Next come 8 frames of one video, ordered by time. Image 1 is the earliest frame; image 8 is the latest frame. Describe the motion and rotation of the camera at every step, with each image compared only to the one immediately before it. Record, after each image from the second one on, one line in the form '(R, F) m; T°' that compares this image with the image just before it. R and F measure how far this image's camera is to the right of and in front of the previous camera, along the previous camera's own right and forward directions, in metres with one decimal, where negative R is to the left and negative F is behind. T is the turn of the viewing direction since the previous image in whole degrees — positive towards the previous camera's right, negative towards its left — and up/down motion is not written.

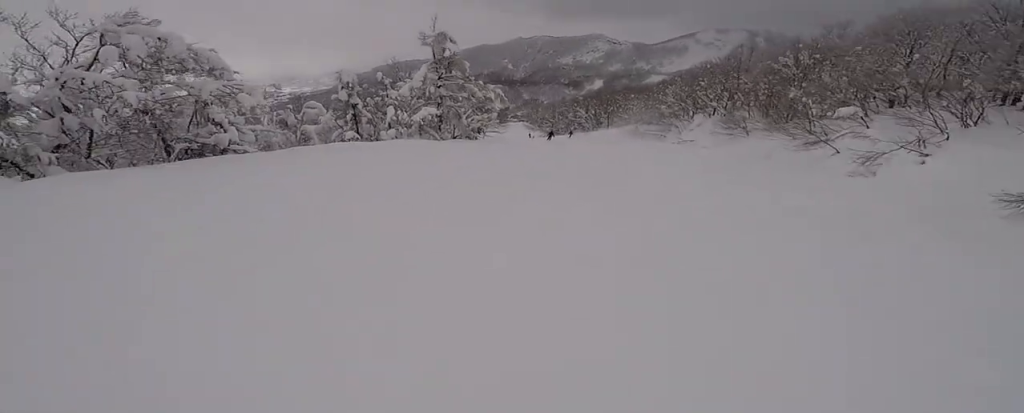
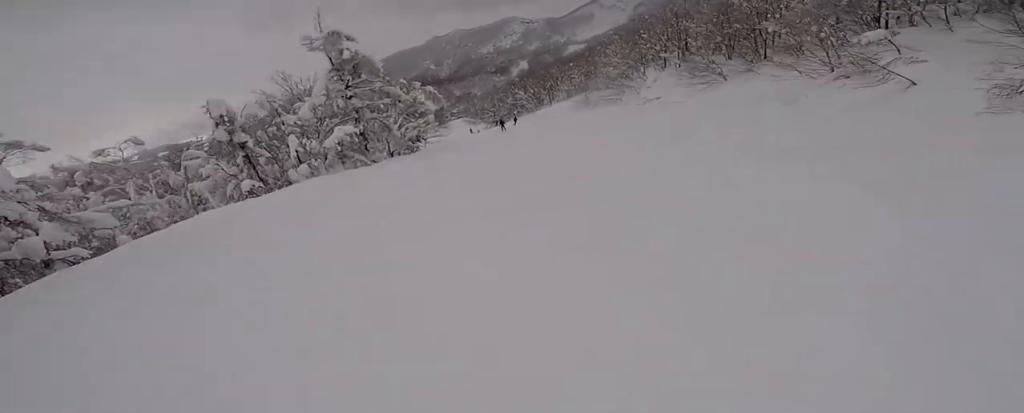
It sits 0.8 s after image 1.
(-0.8, +7.1) m; -3°
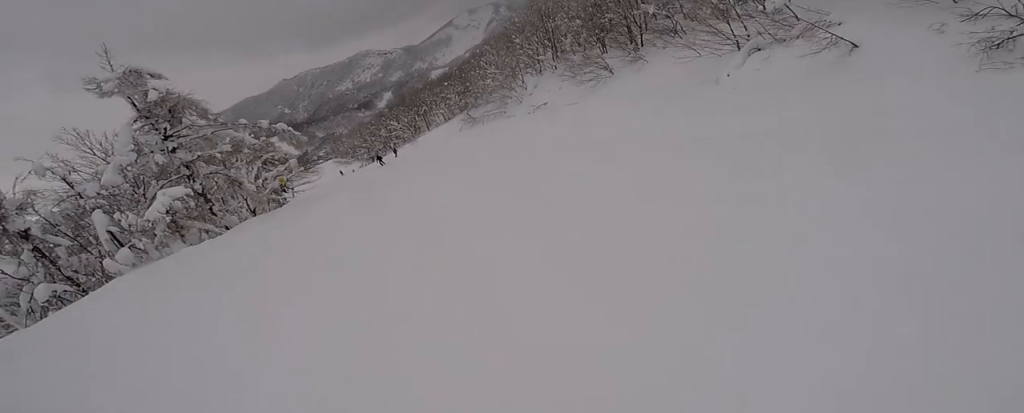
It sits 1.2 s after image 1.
(+0.2, +4.6) m; +6°
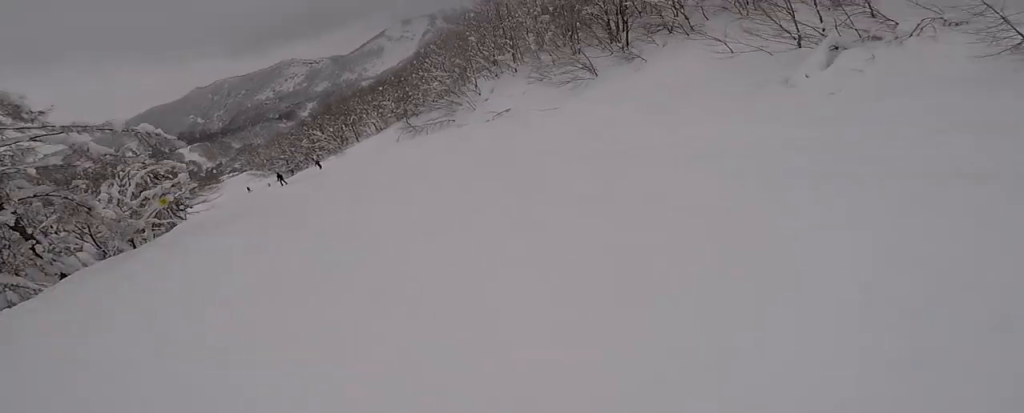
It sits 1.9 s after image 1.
(+0.2, +6.4) m; +8°
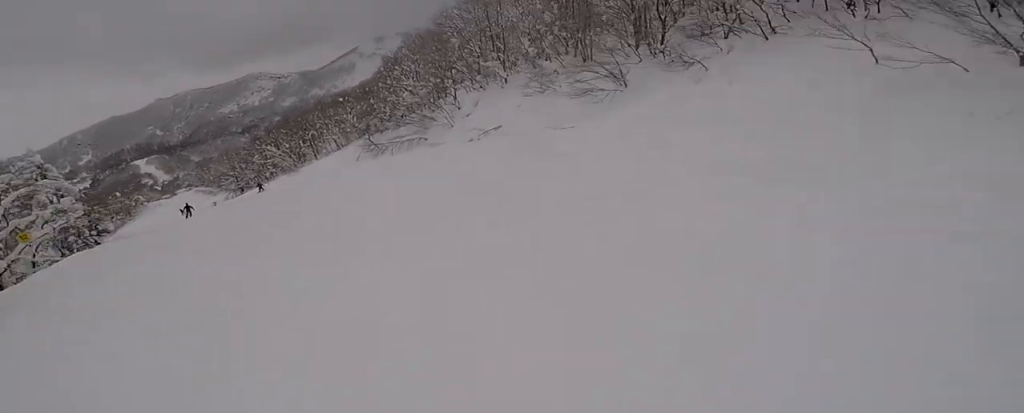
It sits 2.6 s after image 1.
(+0.9, +6.8) m; +7°
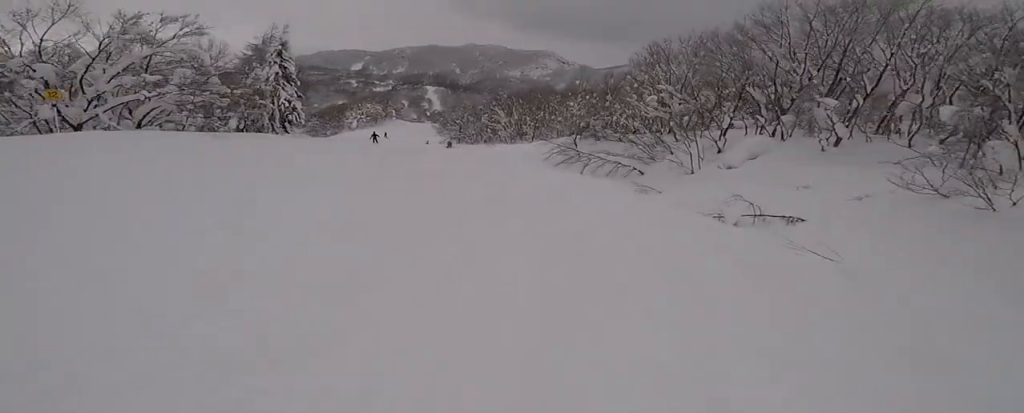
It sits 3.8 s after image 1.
(-0.2, +12.9) m; -17°
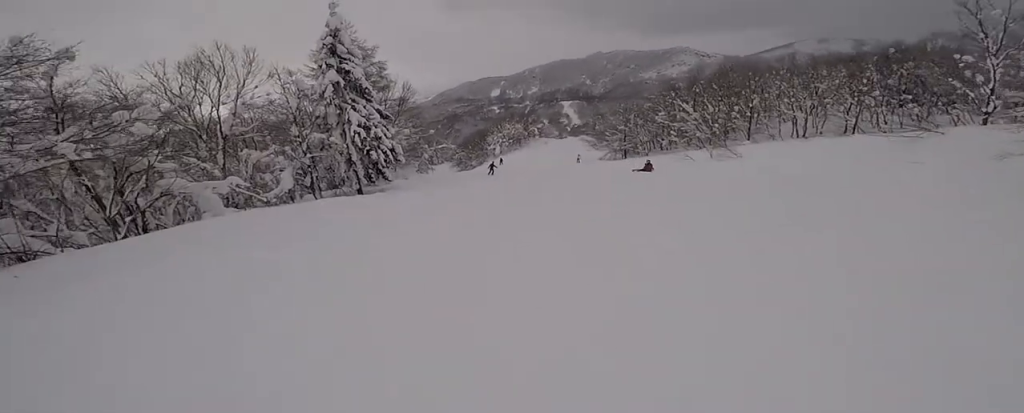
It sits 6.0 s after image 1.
(-6.8, +21.6) m; -24°
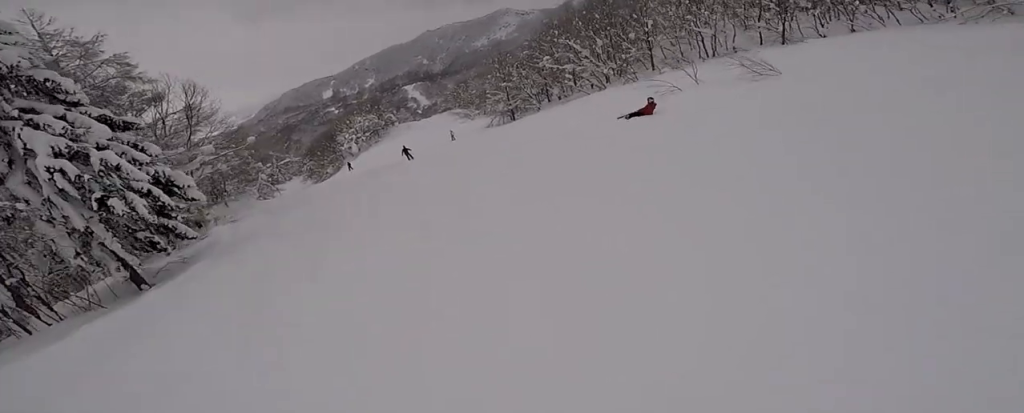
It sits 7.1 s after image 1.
(-0.6, +11.6) m; +6°
